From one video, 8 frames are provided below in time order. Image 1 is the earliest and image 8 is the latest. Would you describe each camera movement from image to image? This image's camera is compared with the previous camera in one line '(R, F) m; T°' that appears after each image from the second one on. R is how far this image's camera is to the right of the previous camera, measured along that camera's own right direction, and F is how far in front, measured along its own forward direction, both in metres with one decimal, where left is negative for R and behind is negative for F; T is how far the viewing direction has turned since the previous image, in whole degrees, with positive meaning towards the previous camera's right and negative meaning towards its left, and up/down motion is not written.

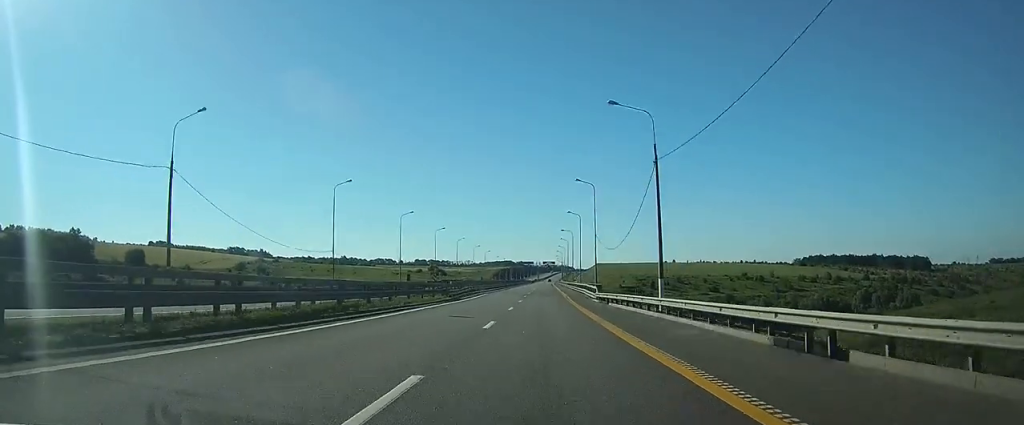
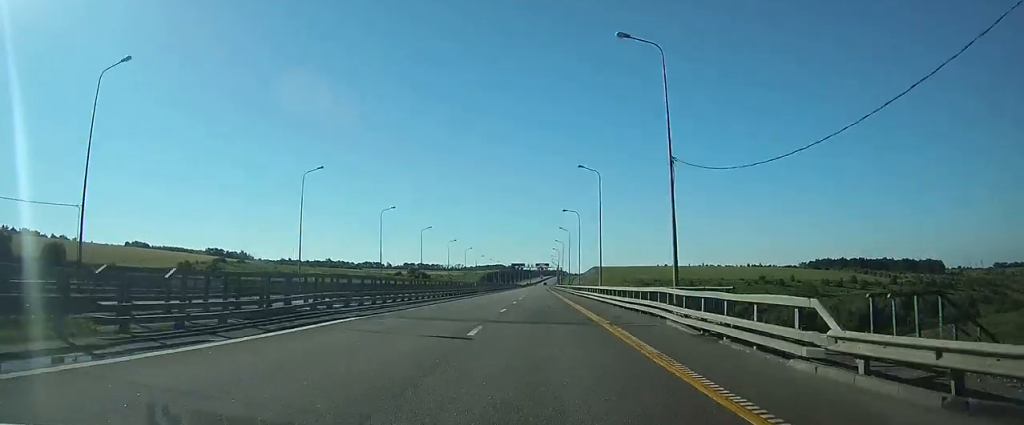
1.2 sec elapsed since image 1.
(+0.1, +38.1) m; +1°
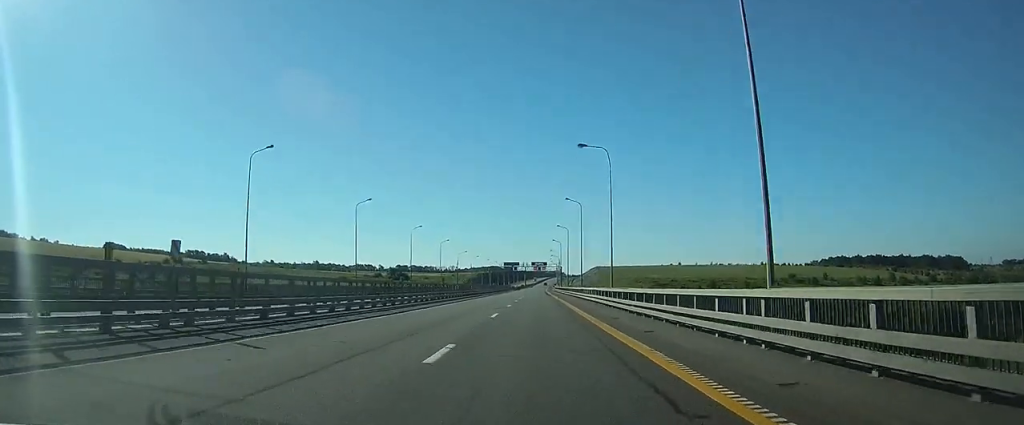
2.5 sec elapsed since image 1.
(+0.3, +40.3) m; +1°
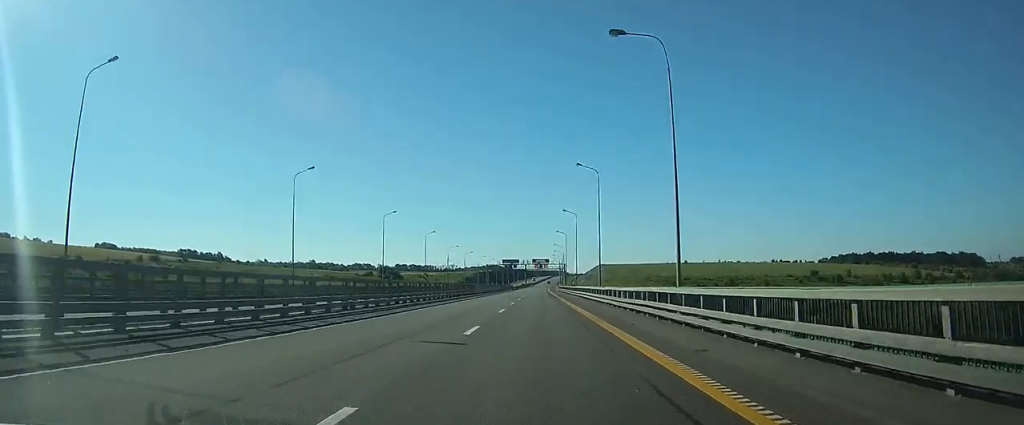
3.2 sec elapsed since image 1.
(0.0, +20.7) m; 0°
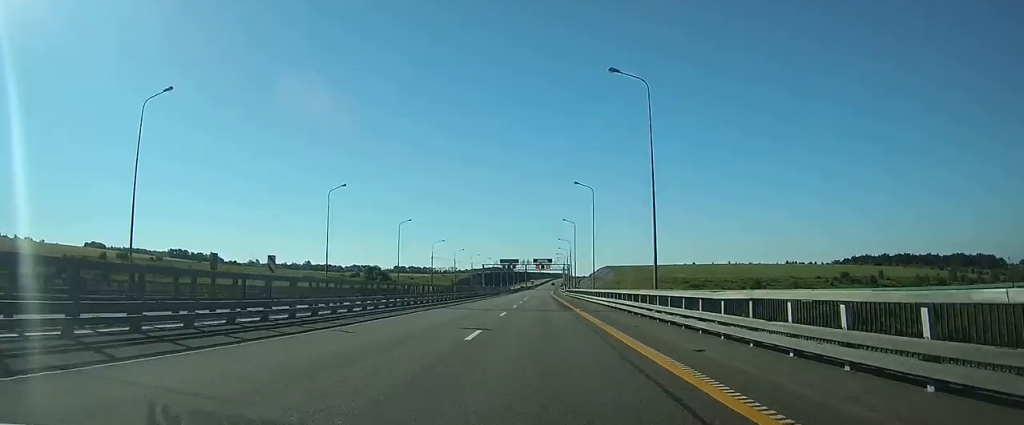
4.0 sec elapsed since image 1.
(0.0, +24.8) m; 0°
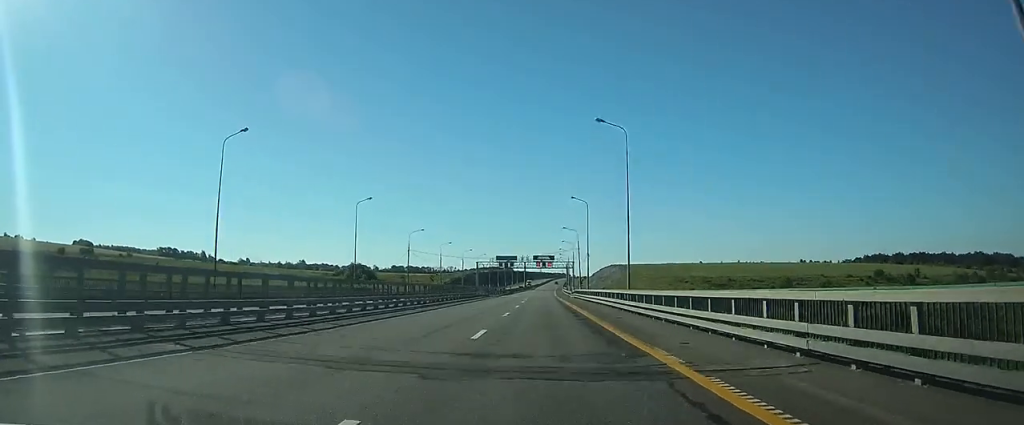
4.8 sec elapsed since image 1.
(0.0, +23.7) m; 0°
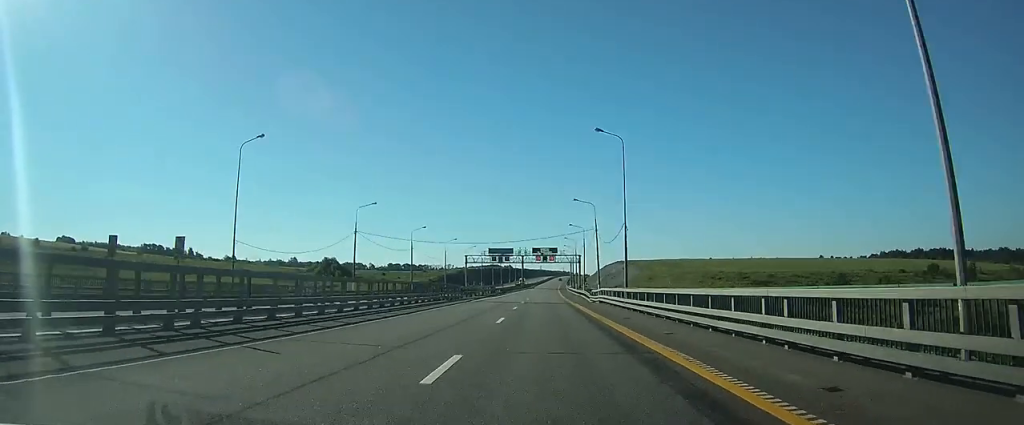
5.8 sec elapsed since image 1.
(0.0, +30.9) m; 0°
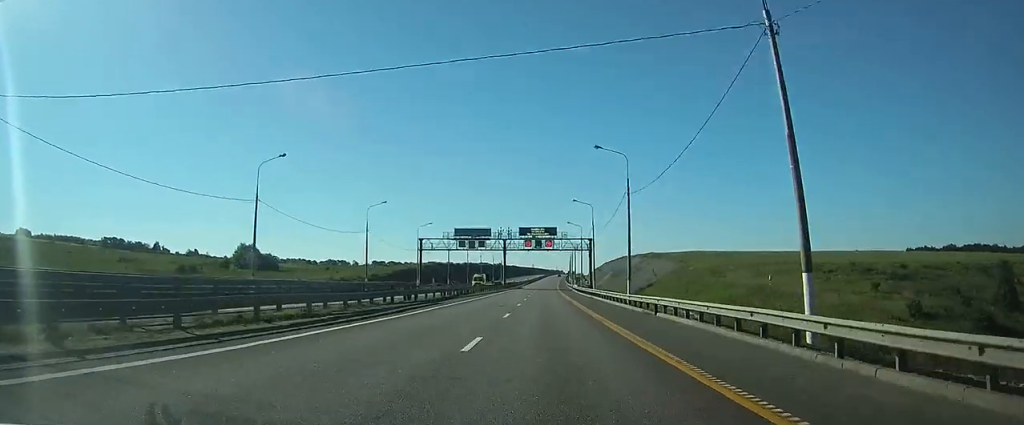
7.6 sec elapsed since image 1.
(0.0, +56.3) m; 0°
